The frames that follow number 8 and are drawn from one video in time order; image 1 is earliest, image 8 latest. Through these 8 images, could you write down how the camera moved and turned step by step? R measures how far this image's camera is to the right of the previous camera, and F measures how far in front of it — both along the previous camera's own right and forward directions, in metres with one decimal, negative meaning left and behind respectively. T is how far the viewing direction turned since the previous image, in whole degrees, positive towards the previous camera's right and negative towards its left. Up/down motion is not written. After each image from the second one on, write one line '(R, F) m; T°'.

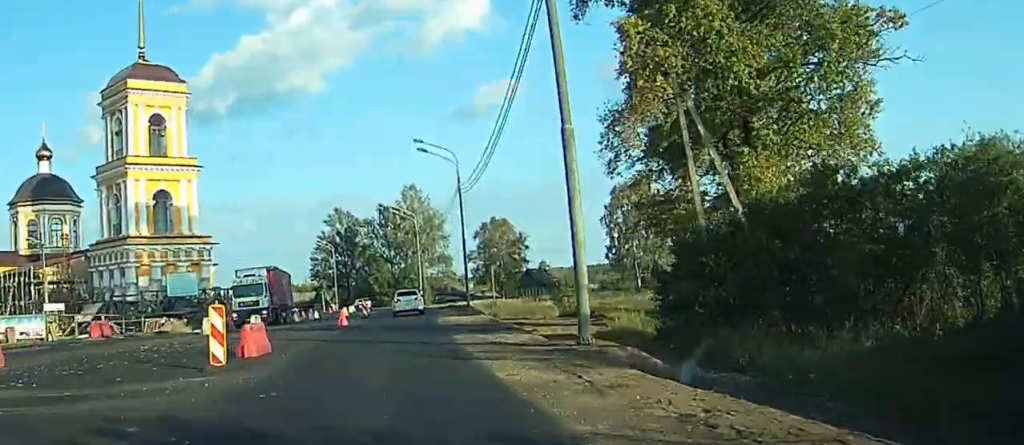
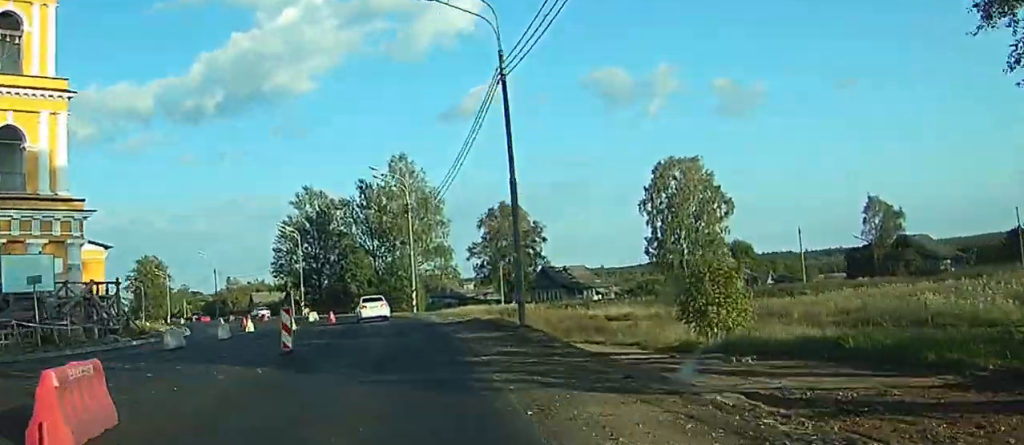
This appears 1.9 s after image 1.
(+0.8, +31.0) m; +2°
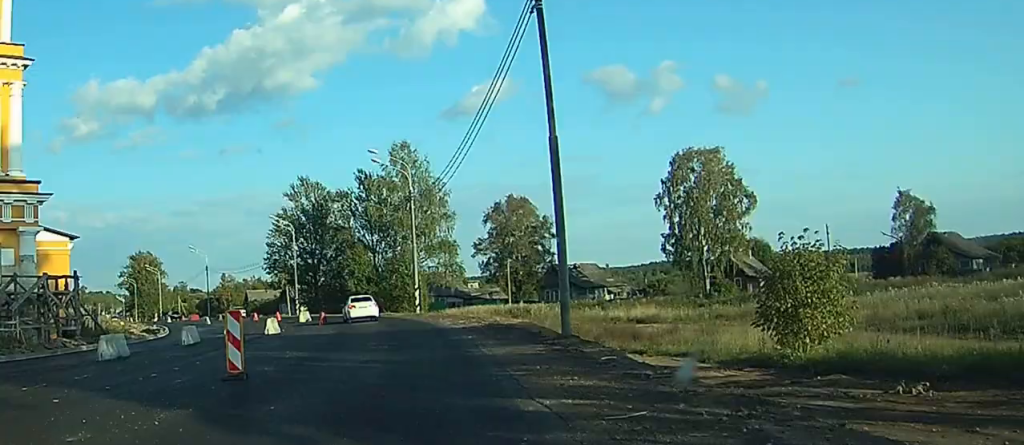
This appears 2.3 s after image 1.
(0.0, +6.8) m; 0°
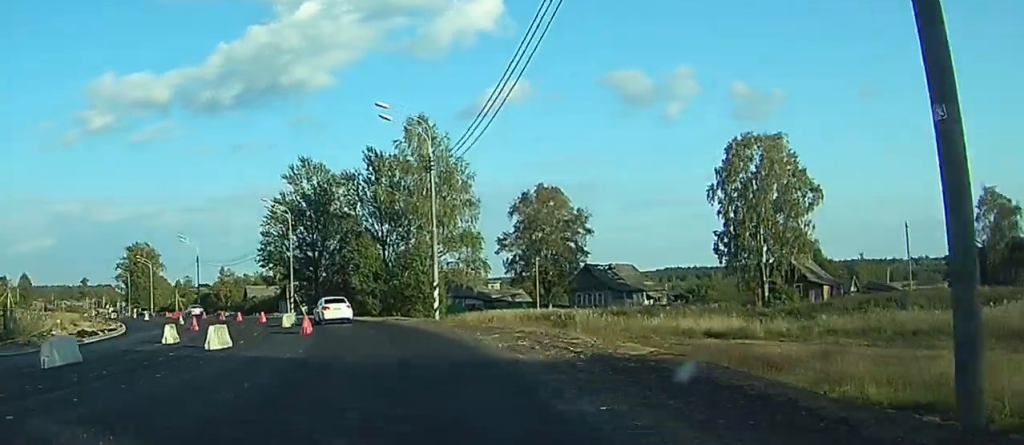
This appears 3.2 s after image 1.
(0.0, +13.6) m; +5°
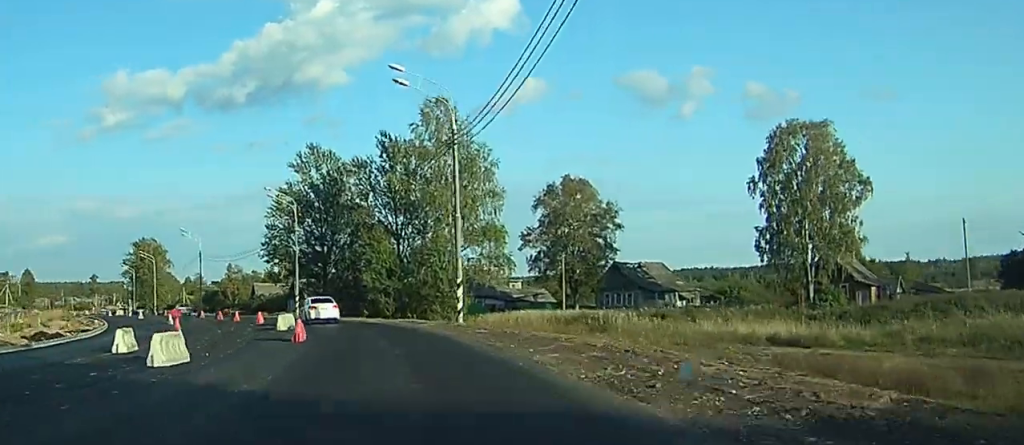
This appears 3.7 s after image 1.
(+0.5, +6.9) m; +1°
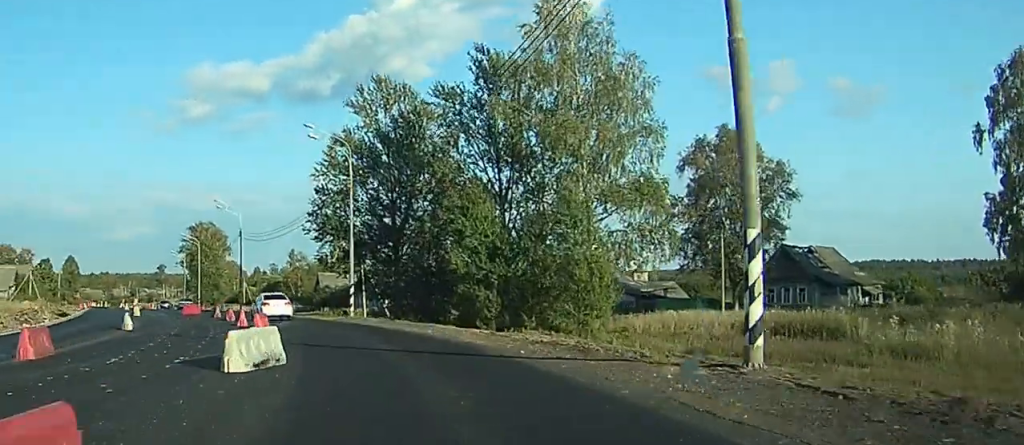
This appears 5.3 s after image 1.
(-0.1, +24.6) m; -12°
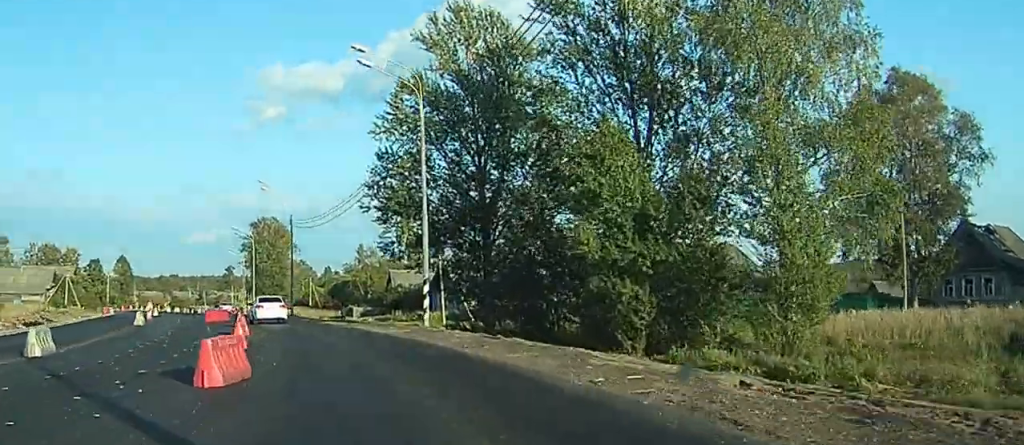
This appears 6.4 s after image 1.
(-2.6, +18.2) m; -6°
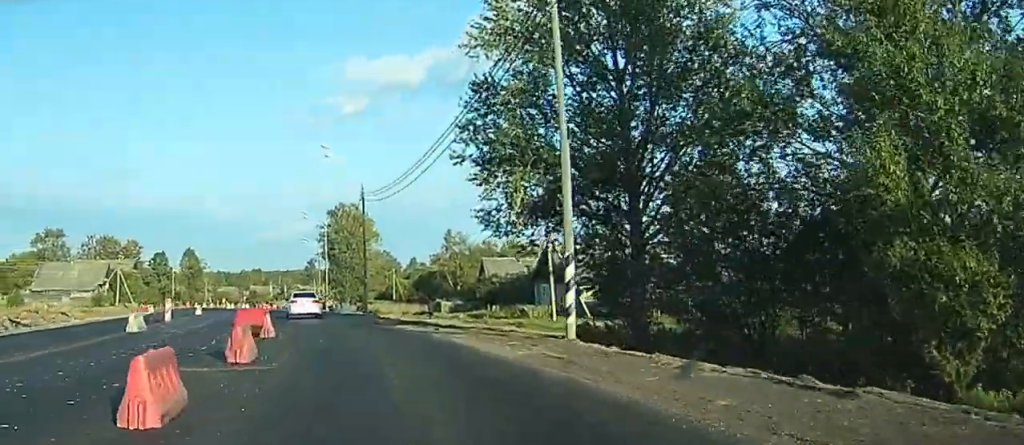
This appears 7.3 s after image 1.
(+0.5, +16.5) m; +1°
